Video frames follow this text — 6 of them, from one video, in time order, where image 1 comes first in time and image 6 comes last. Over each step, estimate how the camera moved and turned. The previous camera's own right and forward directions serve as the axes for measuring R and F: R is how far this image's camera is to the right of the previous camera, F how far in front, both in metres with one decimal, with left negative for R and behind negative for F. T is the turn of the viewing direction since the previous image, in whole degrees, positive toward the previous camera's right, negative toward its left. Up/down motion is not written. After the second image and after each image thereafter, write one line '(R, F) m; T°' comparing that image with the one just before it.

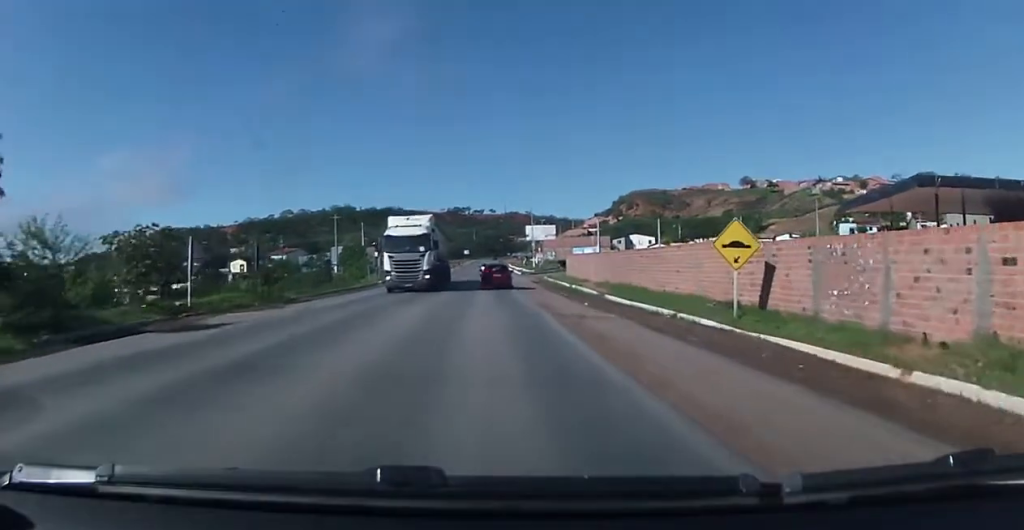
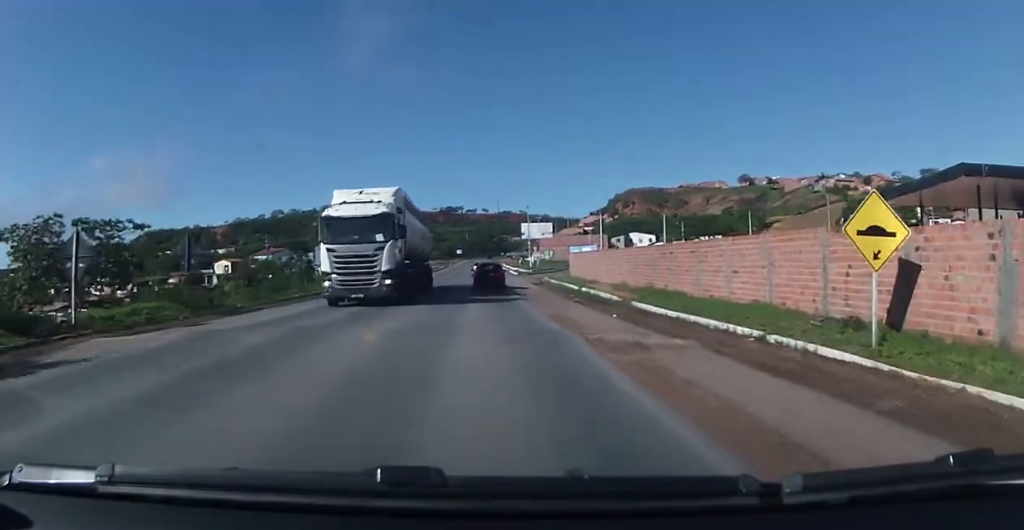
(0.0, +8.6) m; +2°
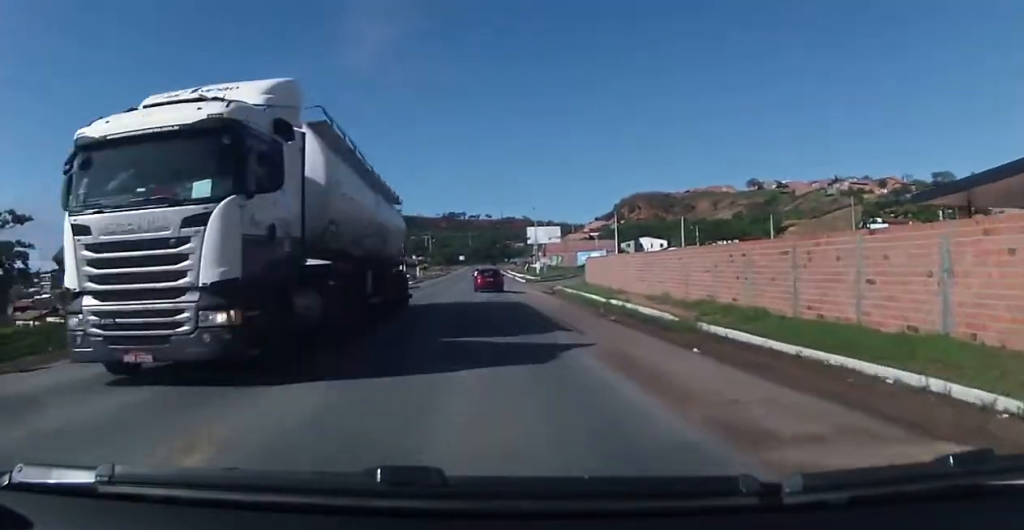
(+0.4, +10.4) m; +2°
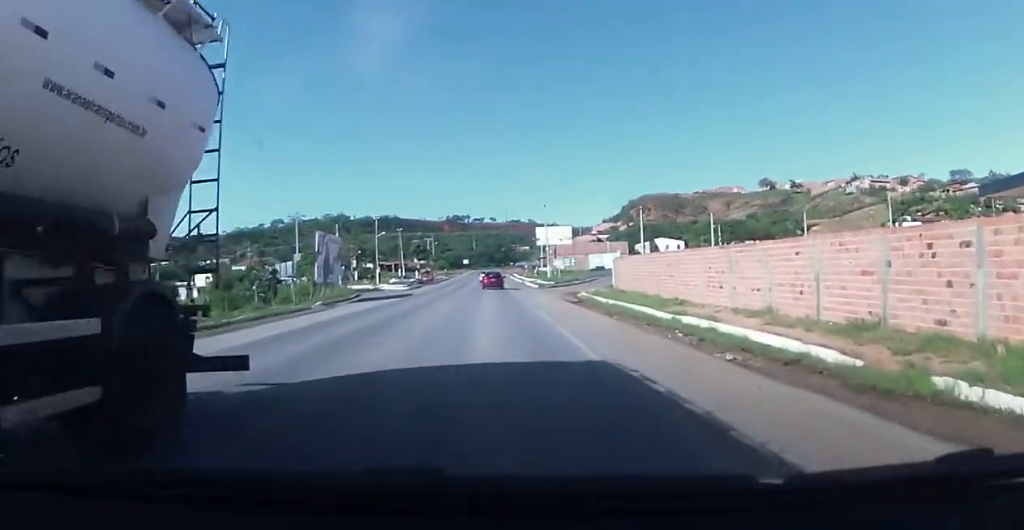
(-0.5, +11.4) m; -4°
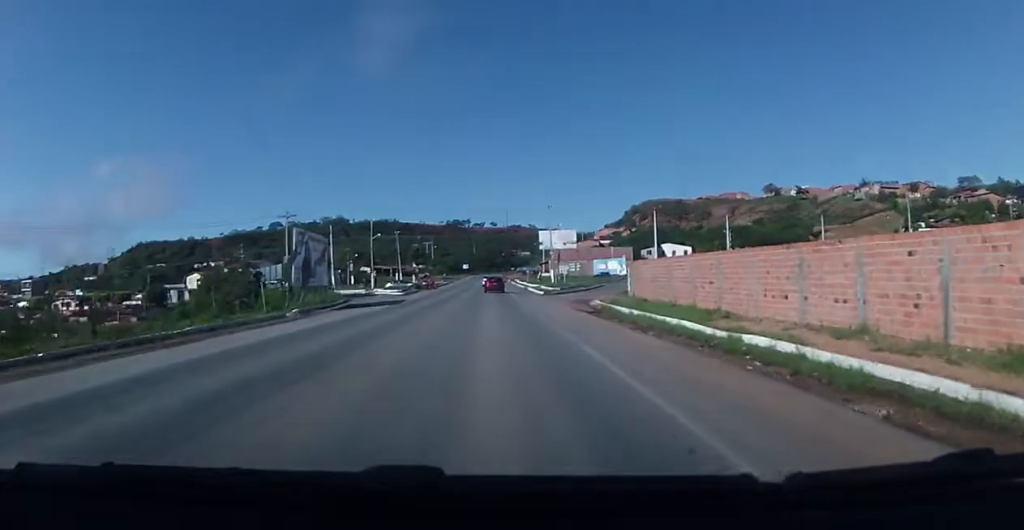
(0.0, +3.9) m; 0°
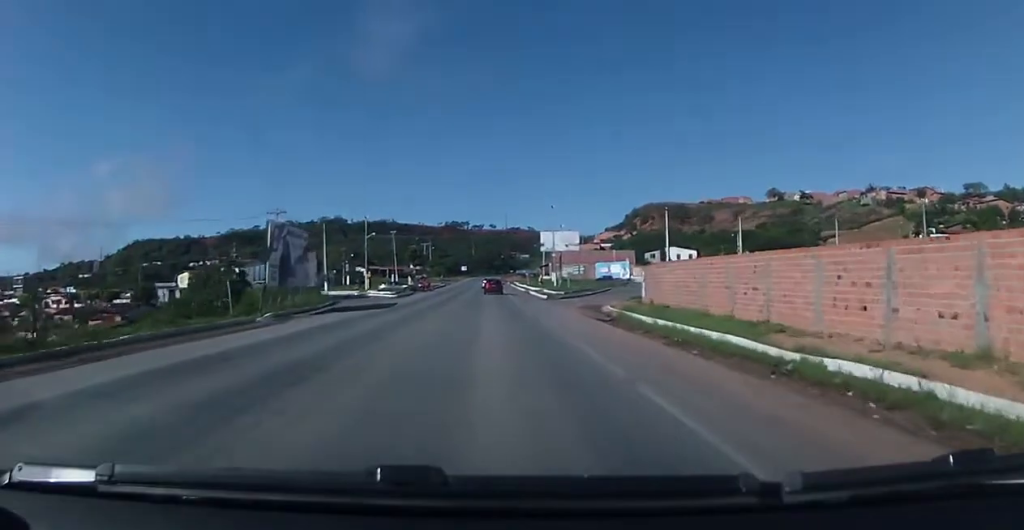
(0.0, +3.1) m; +1°
